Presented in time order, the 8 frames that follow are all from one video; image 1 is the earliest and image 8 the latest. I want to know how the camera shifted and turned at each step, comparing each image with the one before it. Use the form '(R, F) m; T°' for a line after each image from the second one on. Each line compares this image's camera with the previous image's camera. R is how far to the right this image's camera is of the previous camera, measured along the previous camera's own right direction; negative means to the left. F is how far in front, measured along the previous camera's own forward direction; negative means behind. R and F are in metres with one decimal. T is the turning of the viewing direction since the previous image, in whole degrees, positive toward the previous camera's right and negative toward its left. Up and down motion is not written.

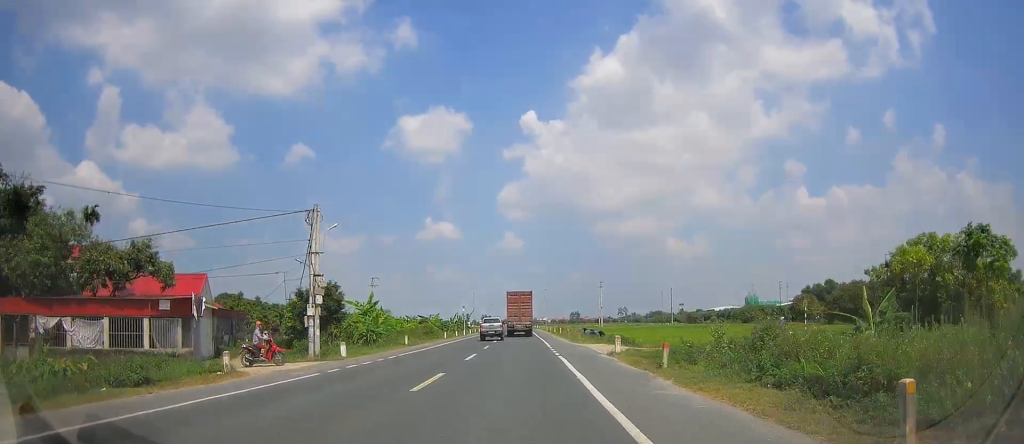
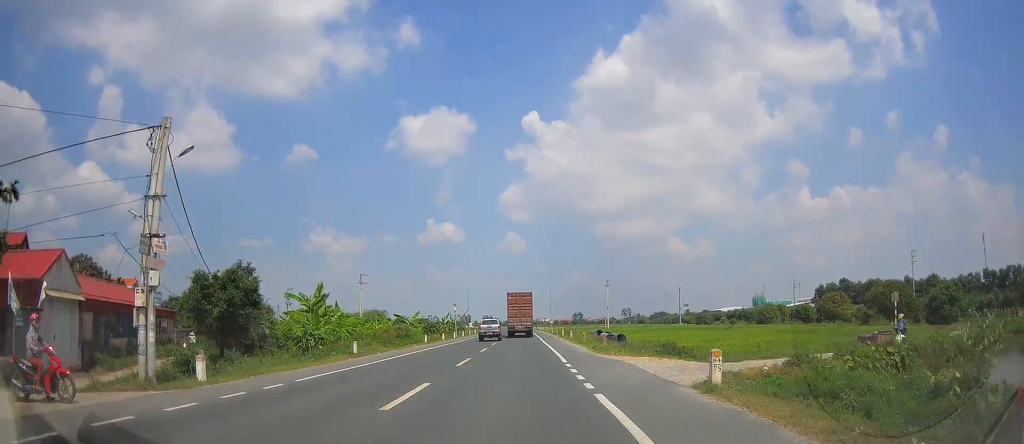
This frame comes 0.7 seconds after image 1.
(0.0, +12.5) m; 0°
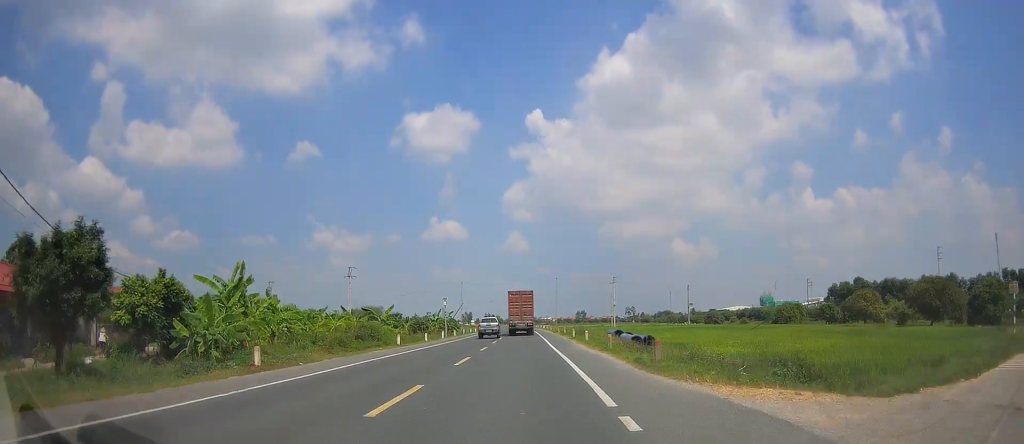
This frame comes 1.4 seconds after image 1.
(0.0, +10.8) m; 0°
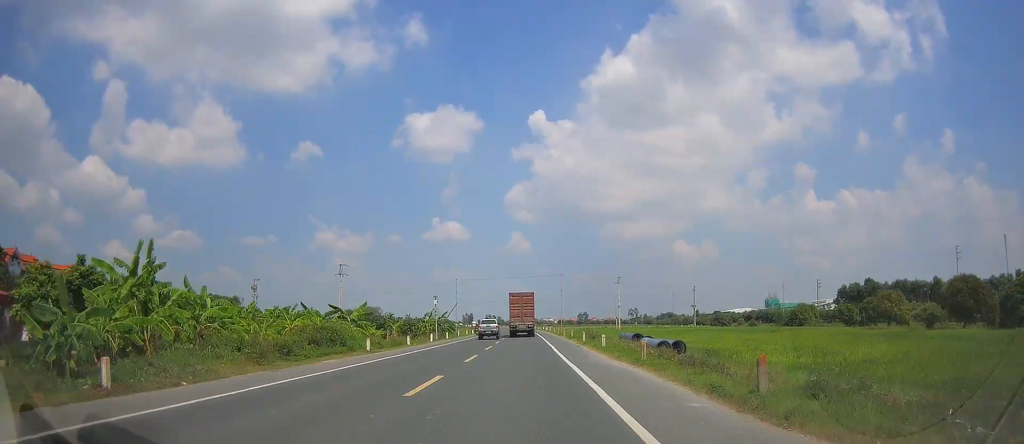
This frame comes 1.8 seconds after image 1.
(0.0, +7.4) m; 0°
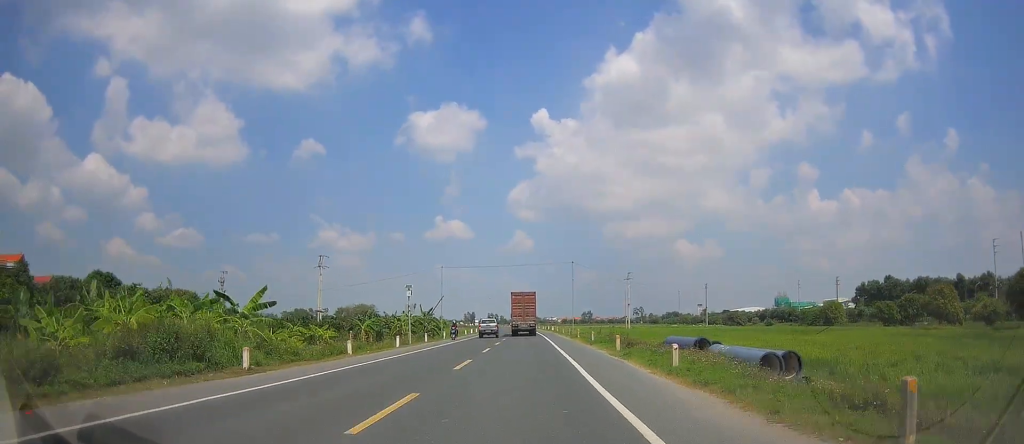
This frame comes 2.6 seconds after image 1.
(0.0, +13.8) m; 0°
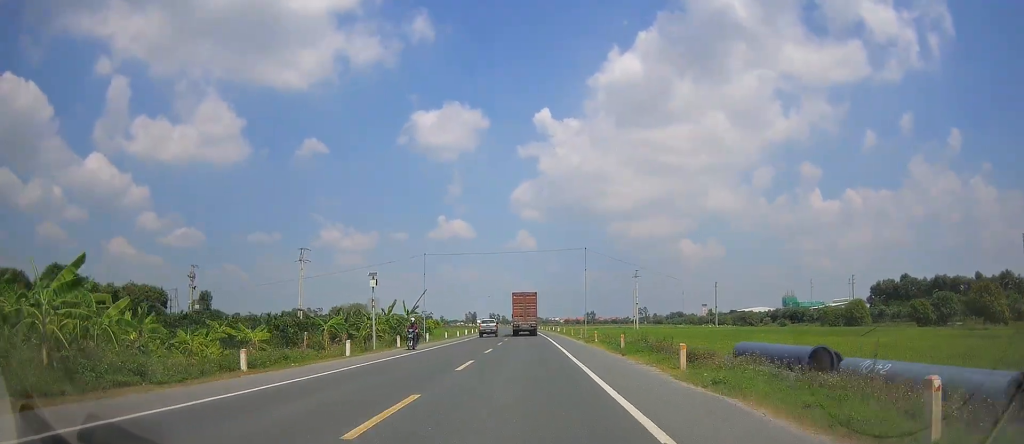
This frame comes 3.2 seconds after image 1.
(0.0, +10.4) m; 0°
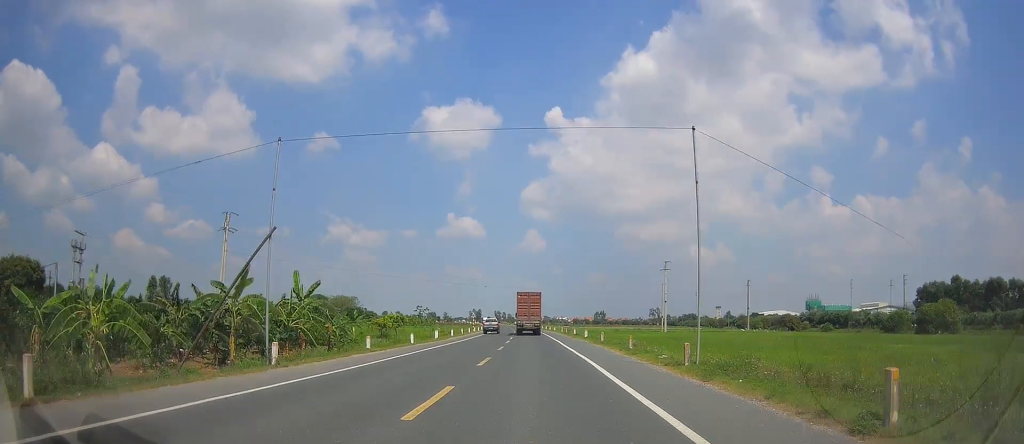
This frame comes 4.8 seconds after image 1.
(-0.1, +28.8) m; -1°
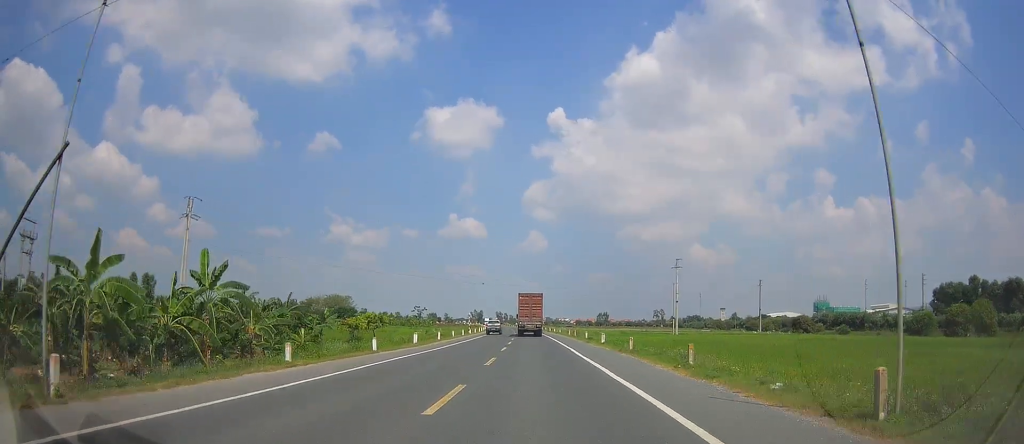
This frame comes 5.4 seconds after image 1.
(-0.1, +9.4) m; 0°
